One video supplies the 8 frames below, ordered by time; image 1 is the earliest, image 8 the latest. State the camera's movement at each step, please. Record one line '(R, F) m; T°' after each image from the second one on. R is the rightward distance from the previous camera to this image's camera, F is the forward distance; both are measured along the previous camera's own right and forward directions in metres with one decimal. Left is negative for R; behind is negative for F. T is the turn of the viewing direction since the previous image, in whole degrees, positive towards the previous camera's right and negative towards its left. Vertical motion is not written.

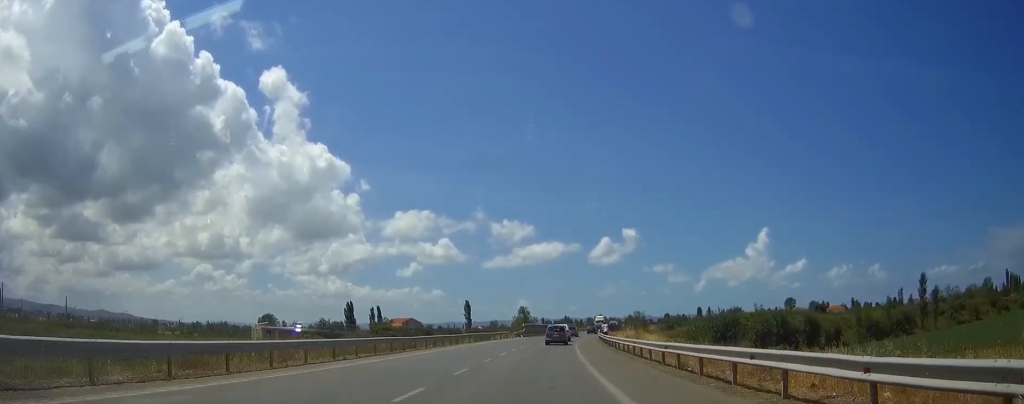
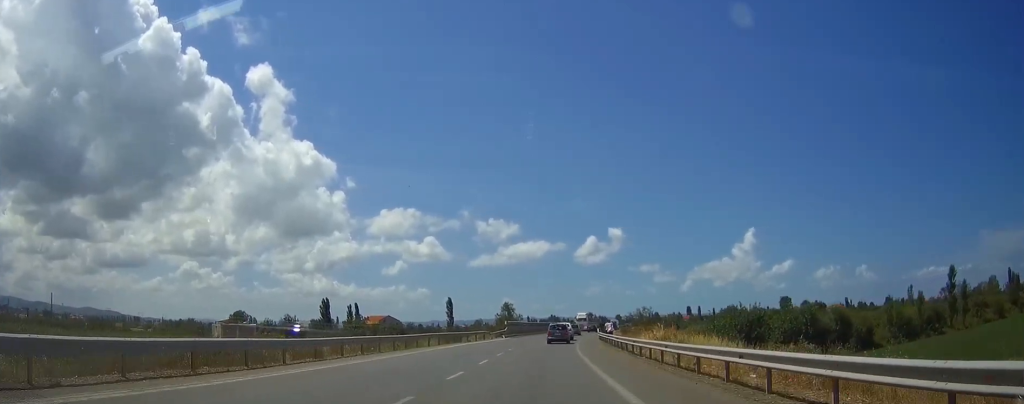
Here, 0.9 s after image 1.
(+0.2, +17.1) m; +1°
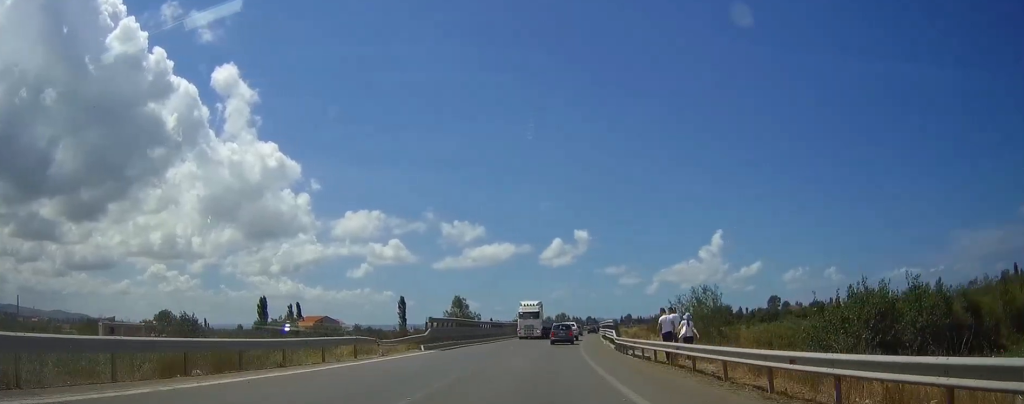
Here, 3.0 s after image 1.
(+0.7, +39.0) m; +2°
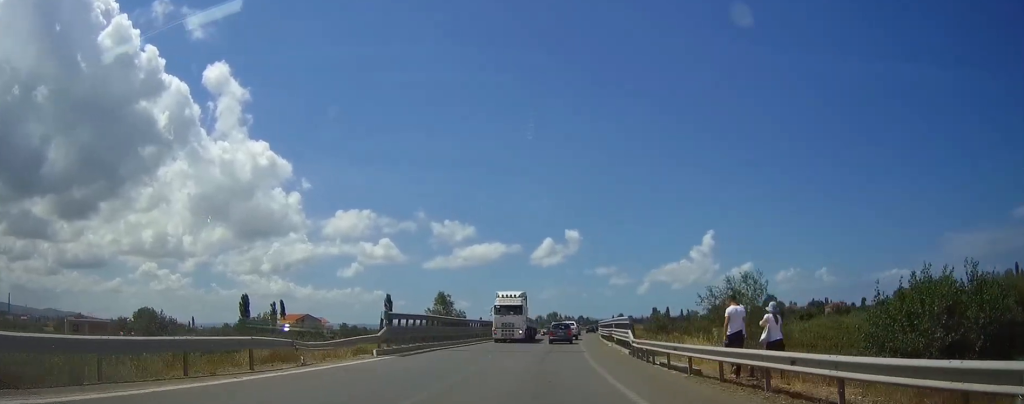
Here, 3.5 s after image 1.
(+0.2, +9.5) m; +1°
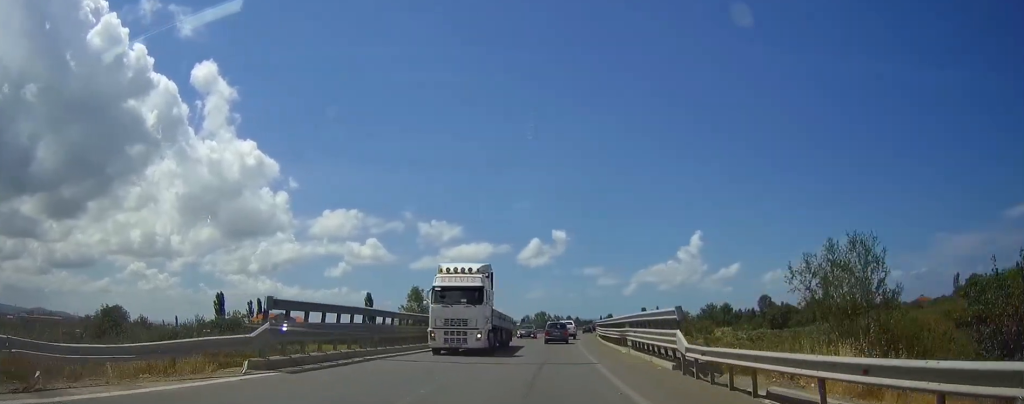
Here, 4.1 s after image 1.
(+0.1, +12.0) m; +1°
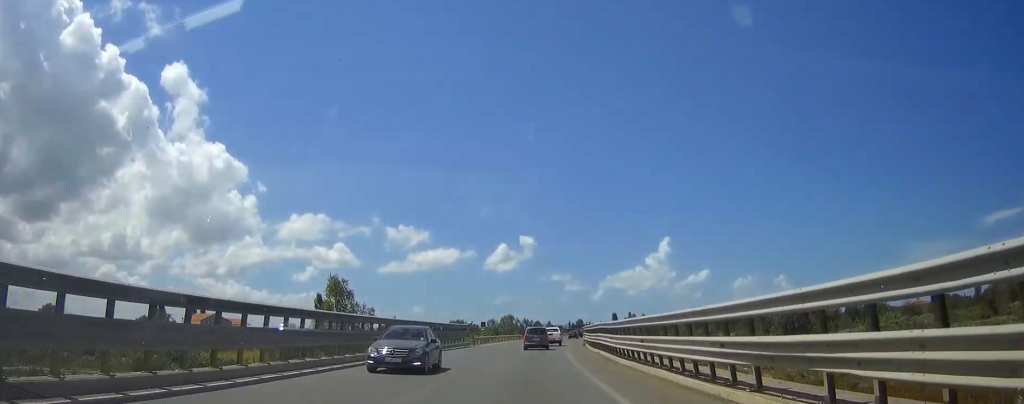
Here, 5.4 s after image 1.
(+0.5, +24.7) m; +2°
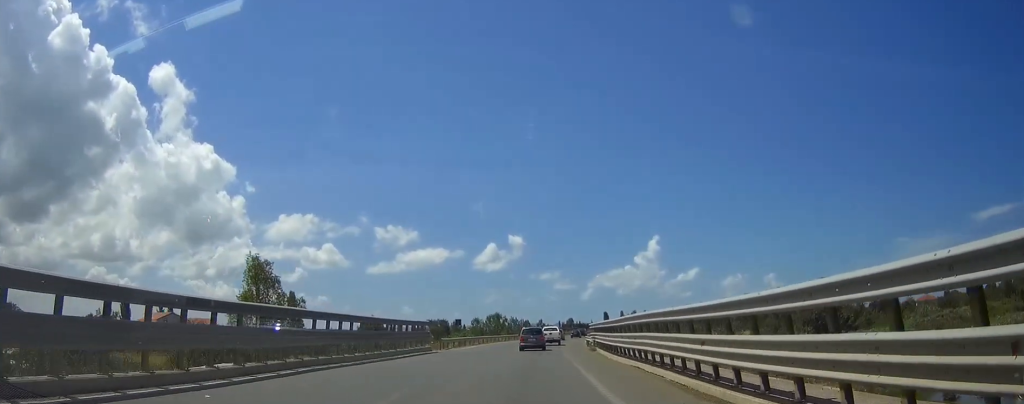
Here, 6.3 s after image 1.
(+0.3, +17.5) m; +2°
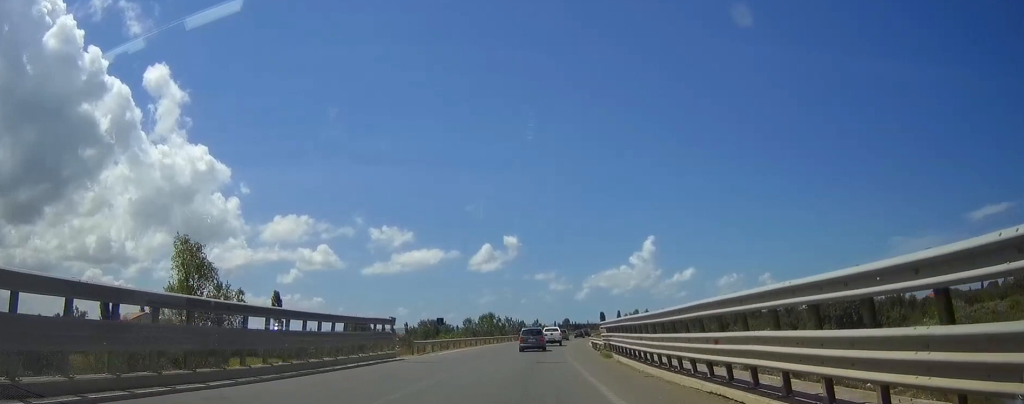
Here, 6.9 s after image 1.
(+0.1, +10.0) m; 0°
